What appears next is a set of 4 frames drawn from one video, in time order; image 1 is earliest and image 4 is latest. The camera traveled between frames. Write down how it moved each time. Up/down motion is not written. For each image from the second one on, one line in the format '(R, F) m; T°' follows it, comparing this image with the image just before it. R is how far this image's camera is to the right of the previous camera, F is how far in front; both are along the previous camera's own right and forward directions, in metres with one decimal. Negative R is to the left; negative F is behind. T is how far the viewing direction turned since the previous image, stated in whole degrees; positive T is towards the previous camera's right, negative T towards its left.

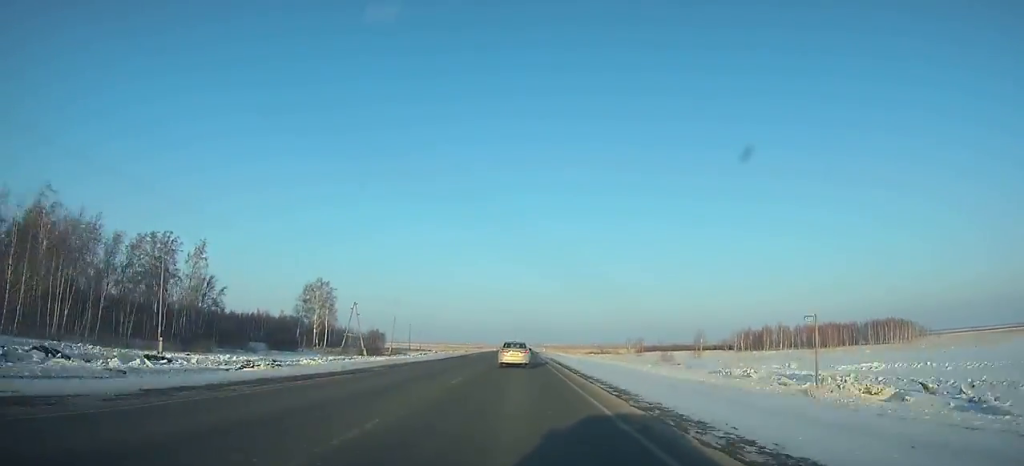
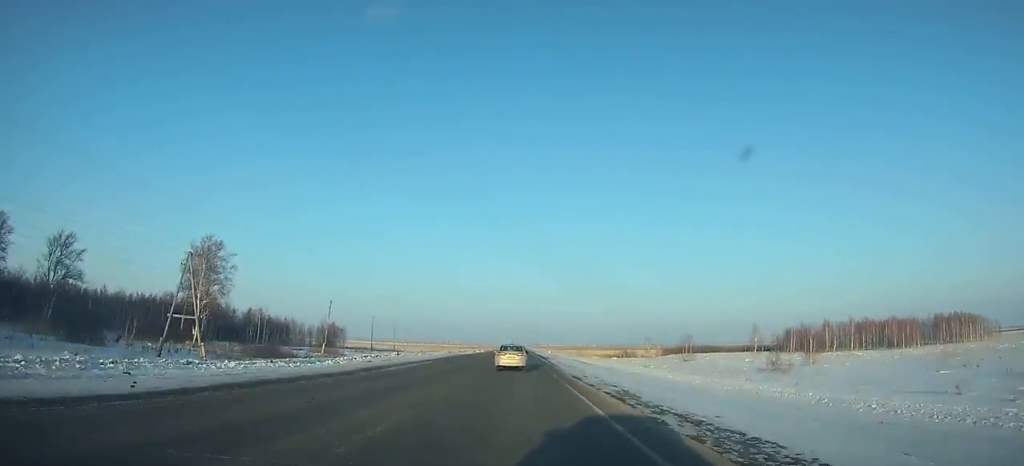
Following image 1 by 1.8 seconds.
(0.0, +48.5) m; 0°
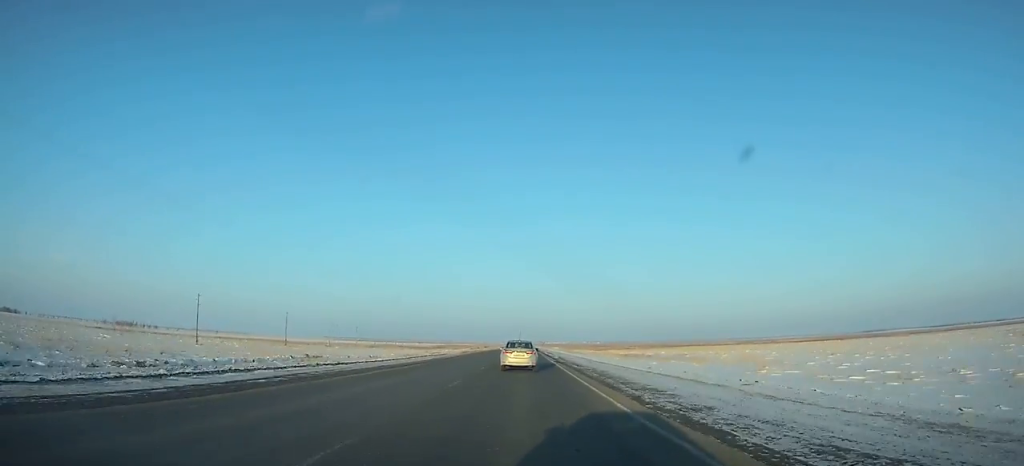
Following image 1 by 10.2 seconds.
(0.0, +217.9) m; 0°
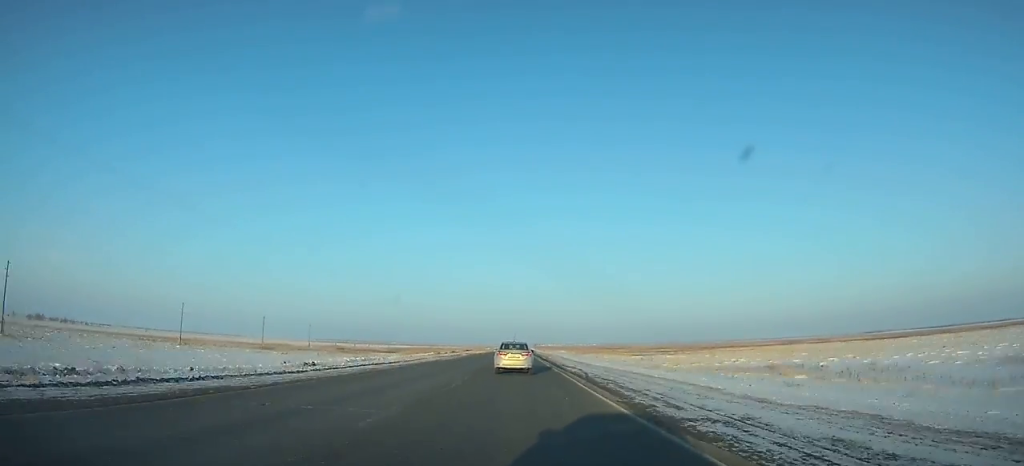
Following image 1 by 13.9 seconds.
(+0.1, +92.6) m; 0°
